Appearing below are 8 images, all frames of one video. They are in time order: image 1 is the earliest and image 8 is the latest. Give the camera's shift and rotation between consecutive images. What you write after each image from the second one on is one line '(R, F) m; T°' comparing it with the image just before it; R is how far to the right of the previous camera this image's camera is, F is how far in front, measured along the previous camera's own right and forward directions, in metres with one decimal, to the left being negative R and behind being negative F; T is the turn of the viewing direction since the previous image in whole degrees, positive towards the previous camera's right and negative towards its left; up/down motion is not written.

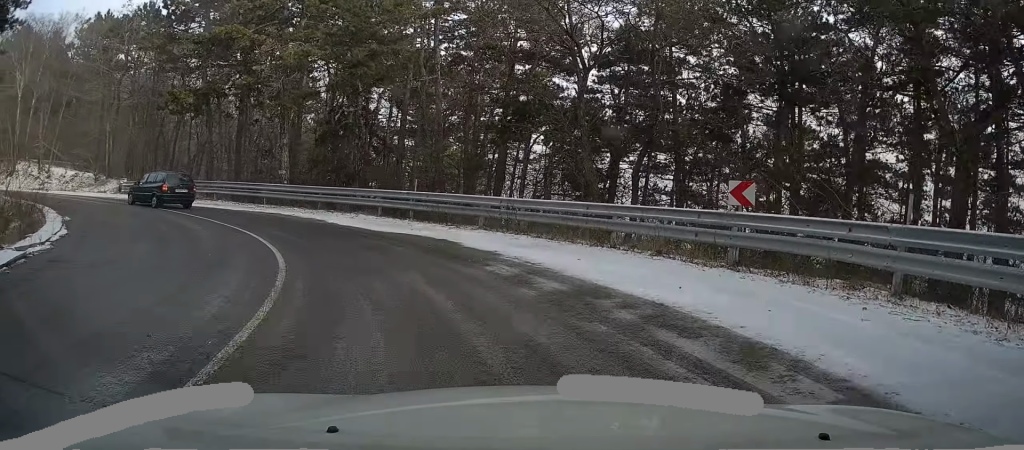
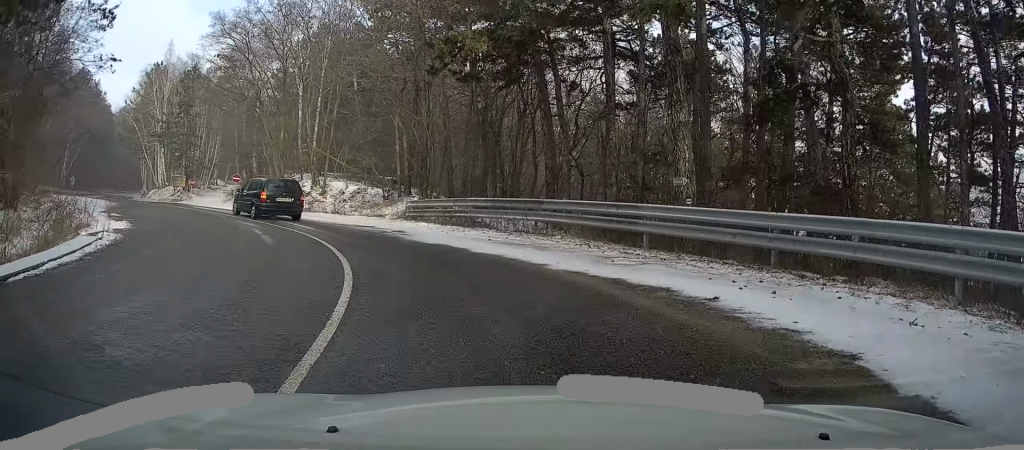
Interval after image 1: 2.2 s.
(-5.4, +13.7) m; -36°
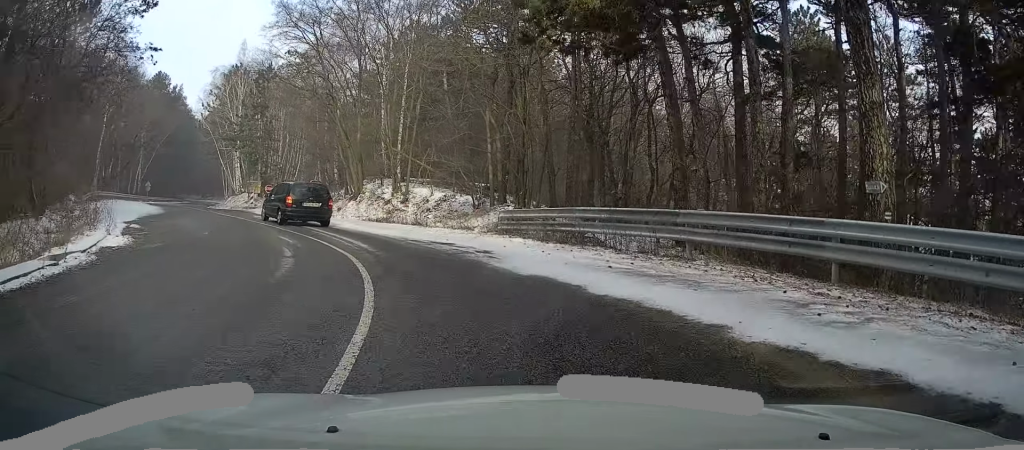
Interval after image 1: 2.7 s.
(-0.3, +4.6) m; -7°
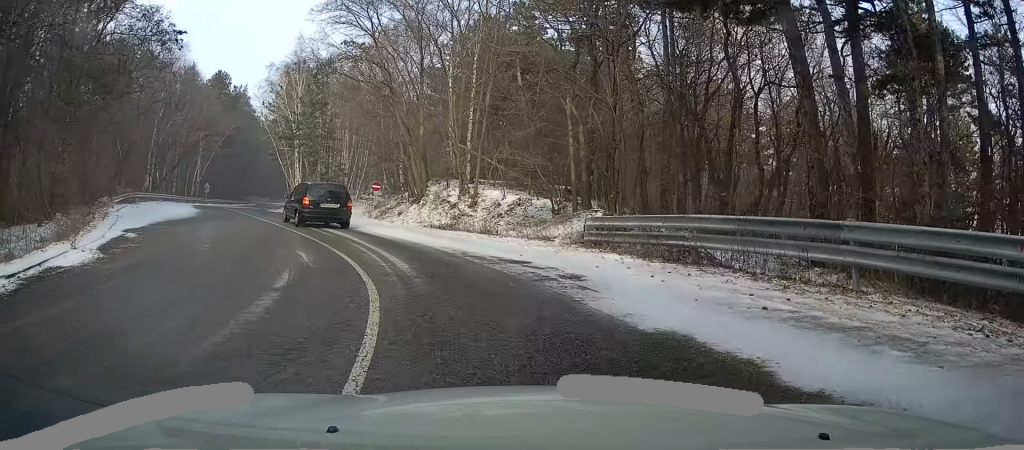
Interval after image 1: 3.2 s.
(-0.1, +4.0) m; -5°
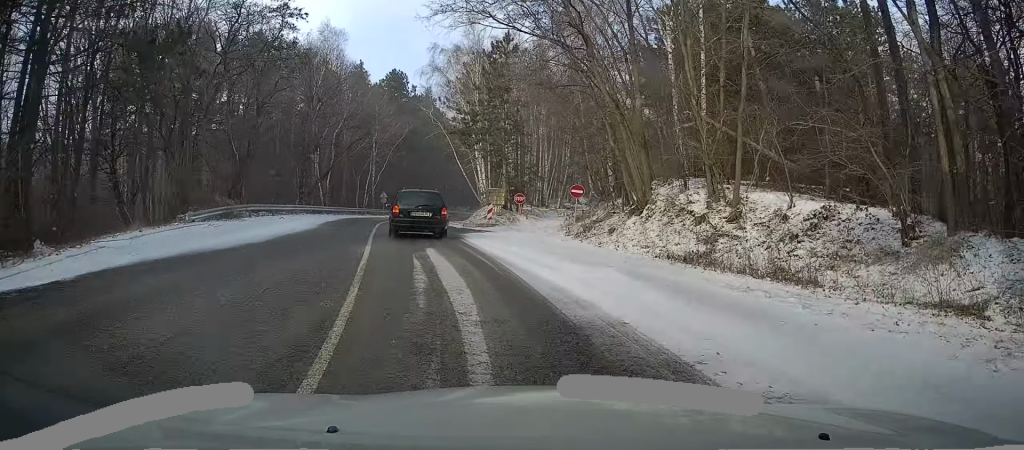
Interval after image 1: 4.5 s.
(-1.4, +11.1) m; -12°
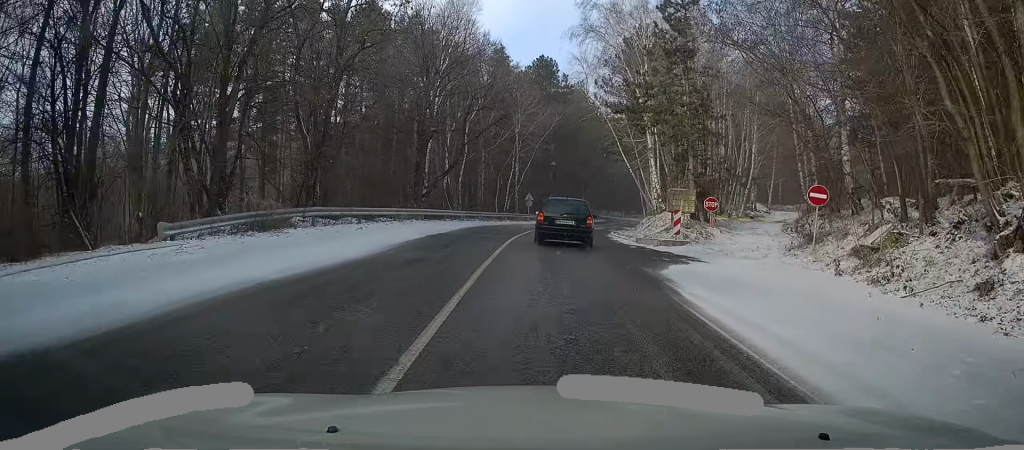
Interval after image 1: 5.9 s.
(-1.0, +11.6) m; -9°
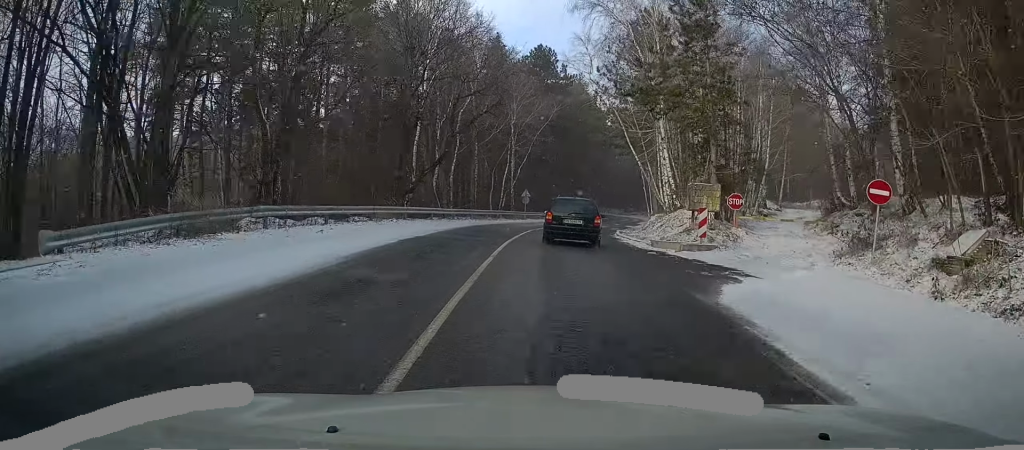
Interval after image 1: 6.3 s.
(-0.1, +4.1) m; -3°
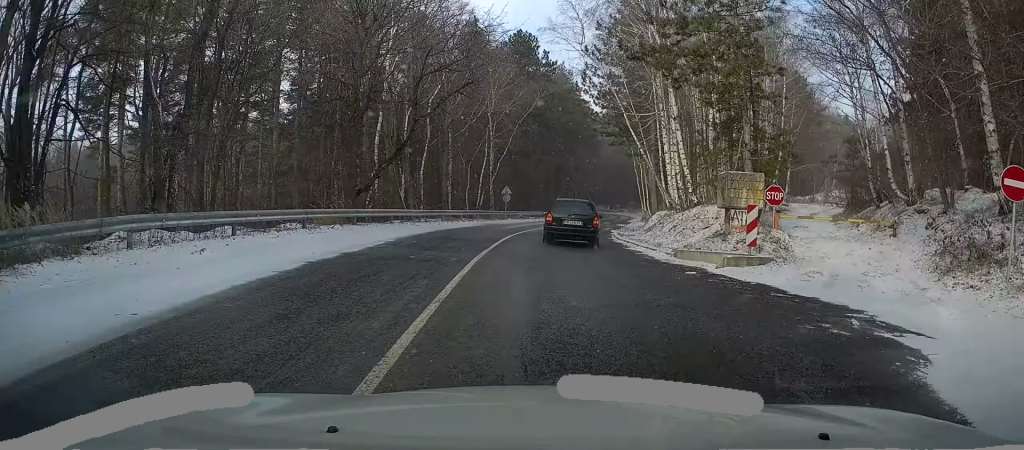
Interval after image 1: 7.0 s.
(-0.2, +6.2) m; -2°
